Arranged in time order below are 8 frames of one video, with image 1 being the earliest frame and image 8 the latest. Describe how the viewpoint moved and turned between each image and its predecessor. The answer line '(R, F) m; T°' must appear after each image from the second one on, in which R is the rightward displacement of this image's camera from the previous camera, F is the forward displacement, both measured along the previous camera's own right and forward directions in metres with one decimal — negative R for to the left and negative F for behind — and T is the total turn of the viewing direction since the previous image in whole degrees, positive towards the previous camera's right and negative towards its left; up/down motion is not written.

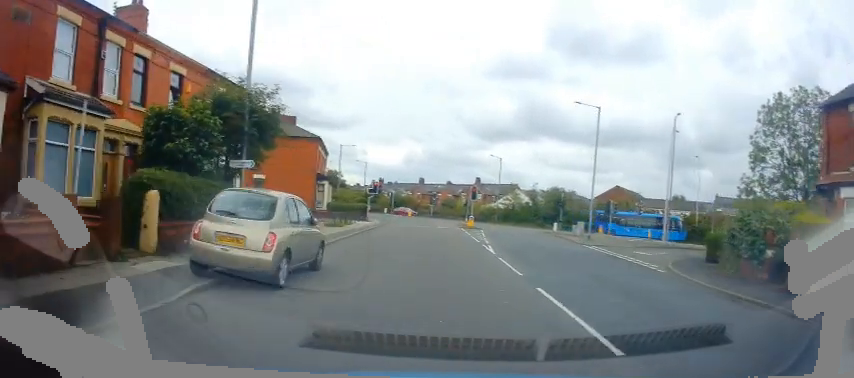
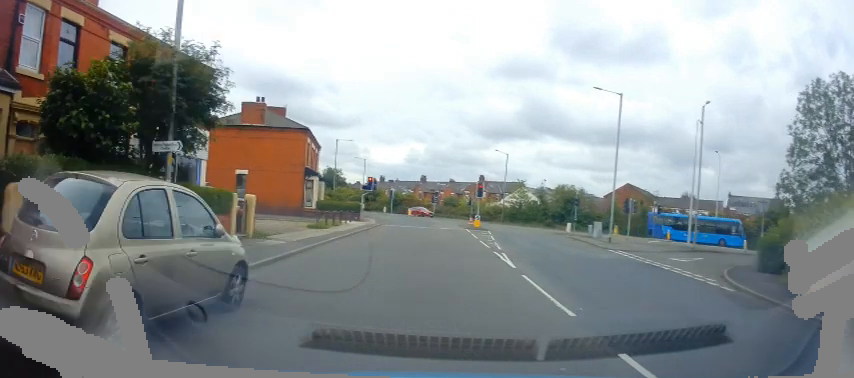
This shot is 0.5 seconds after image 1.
(-0.1, +4.0) m; 0°
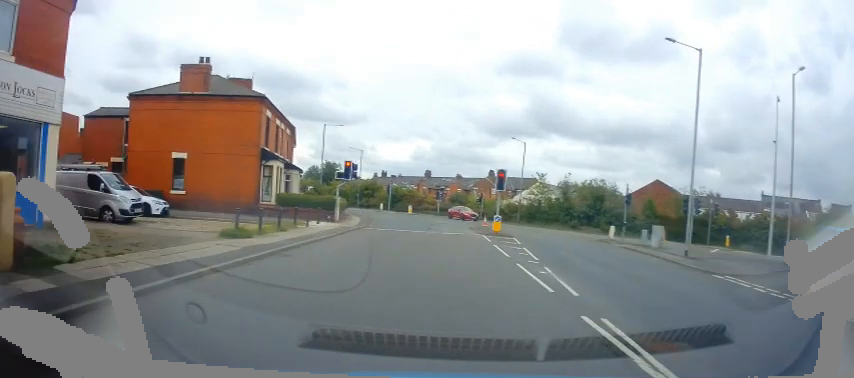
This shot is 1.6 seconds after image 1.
(0.0, +9.5) m; 0°
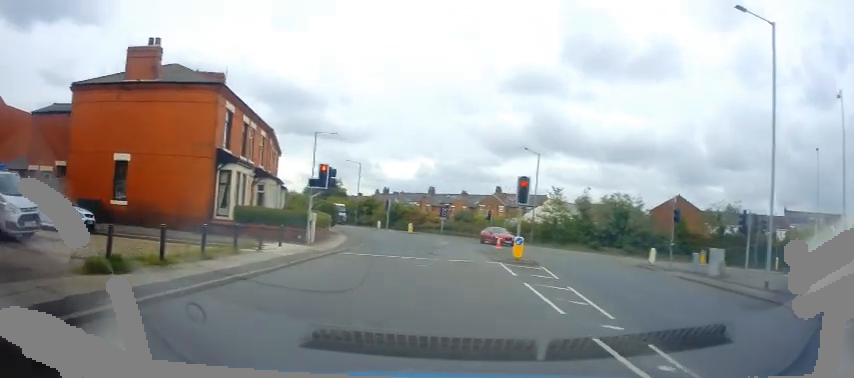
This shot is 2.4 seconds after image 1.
(0.0, +5.5) m; 0°
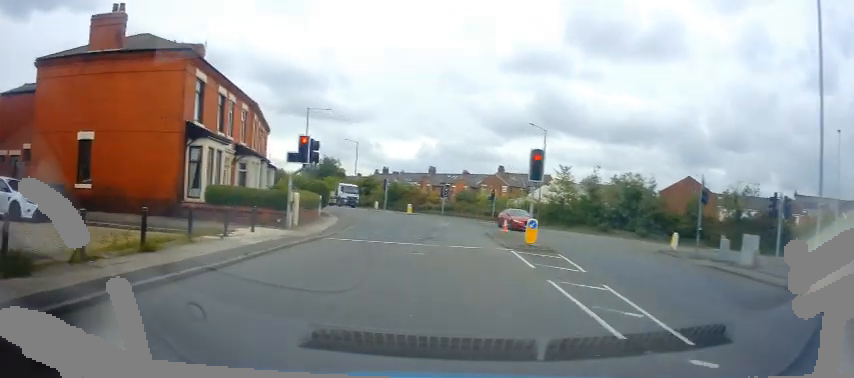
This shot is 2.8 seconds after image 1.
(-0.2, +2.6) m; 0°
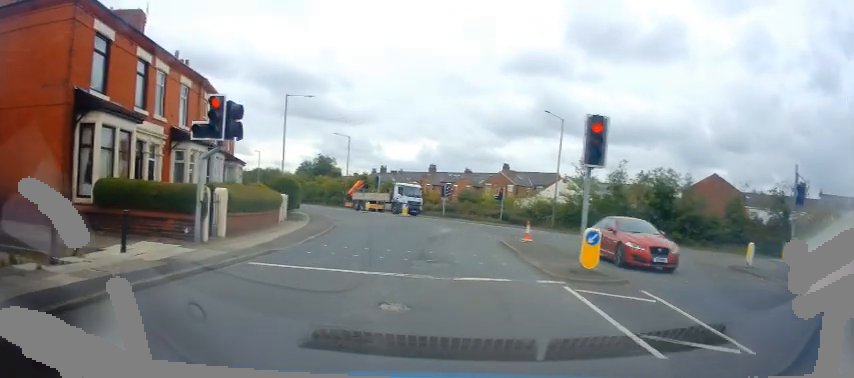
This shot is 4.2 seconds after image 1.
(+0.3, +5.6) m; 0°
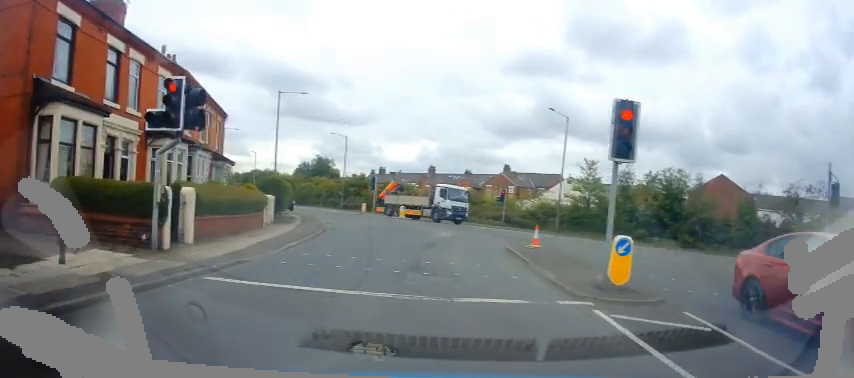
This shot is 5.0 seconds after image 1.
(-0.2, +1.6) m; -4°
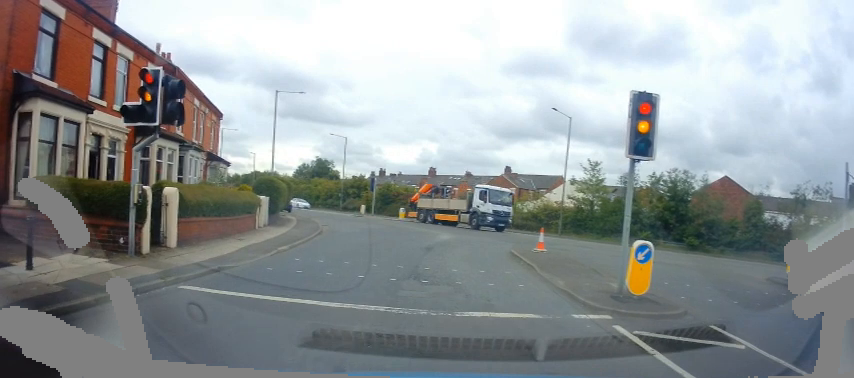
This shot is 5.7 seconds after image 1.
(+0.1, +0.5) m; 0°
